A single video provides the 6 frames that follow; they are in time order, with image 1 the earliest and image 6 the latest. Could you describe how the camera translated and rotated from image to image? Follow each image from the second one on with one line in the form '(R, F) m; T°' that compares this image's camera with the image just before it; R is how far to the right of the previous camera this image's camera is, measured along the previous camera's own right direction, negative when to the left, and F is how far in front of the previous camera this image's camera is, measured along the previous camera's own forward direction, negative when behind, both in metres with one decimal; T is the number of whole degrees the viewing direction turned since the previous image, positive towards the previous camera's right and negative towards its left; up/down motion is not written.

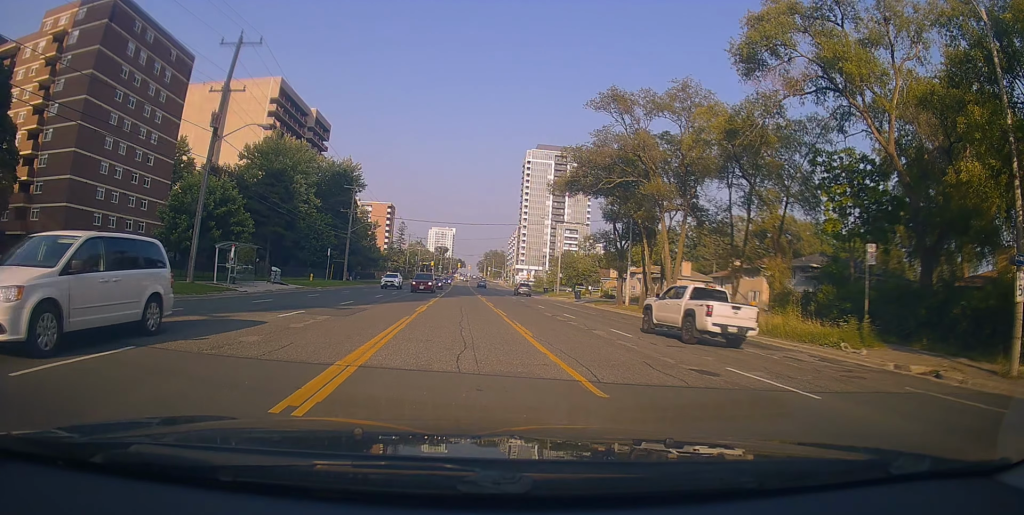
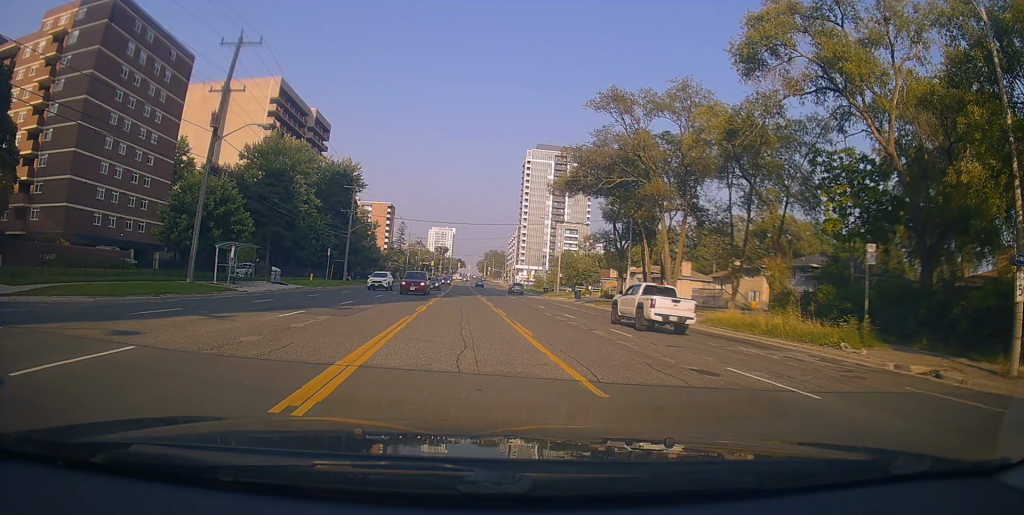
(0.0, 0.0) m; 0°
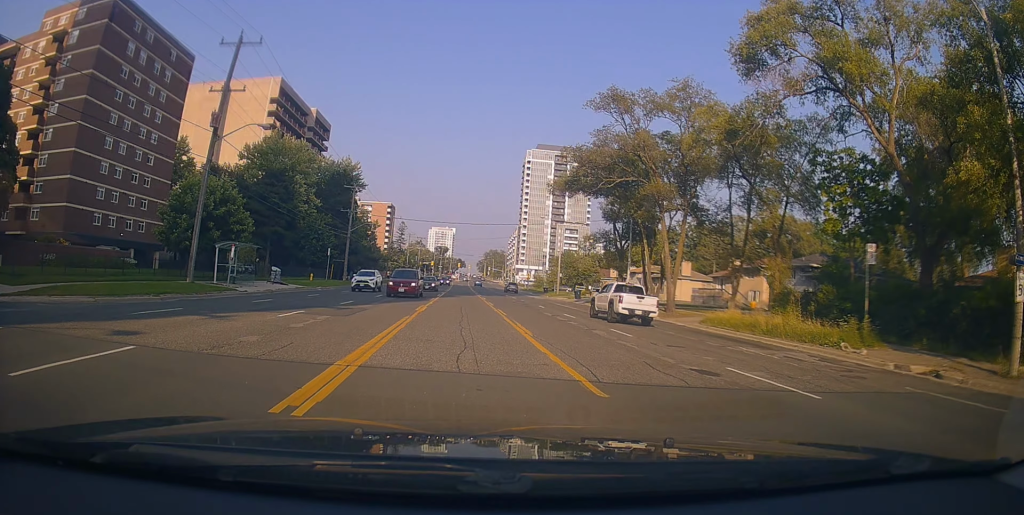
(0.0, 0.0) m; 0°
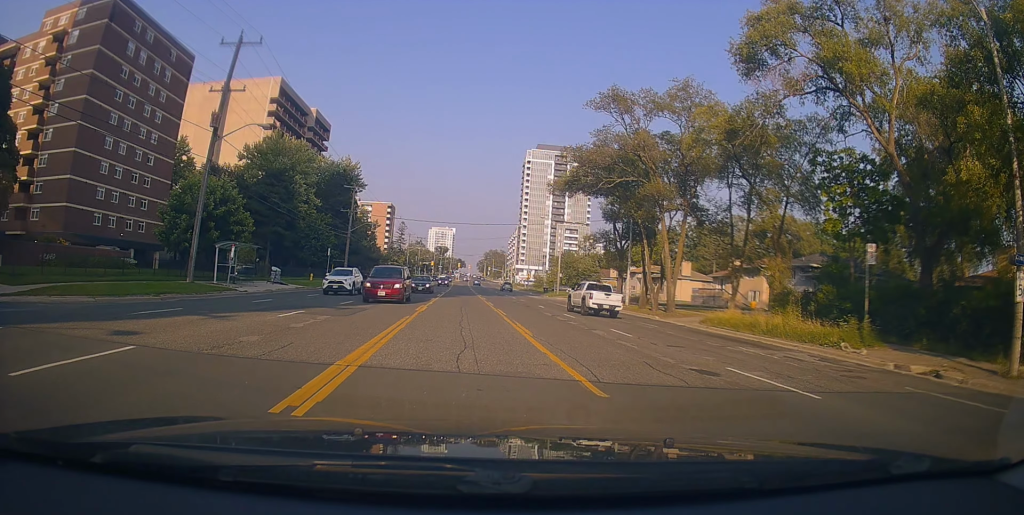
(0.0, 0.0) m; 0°
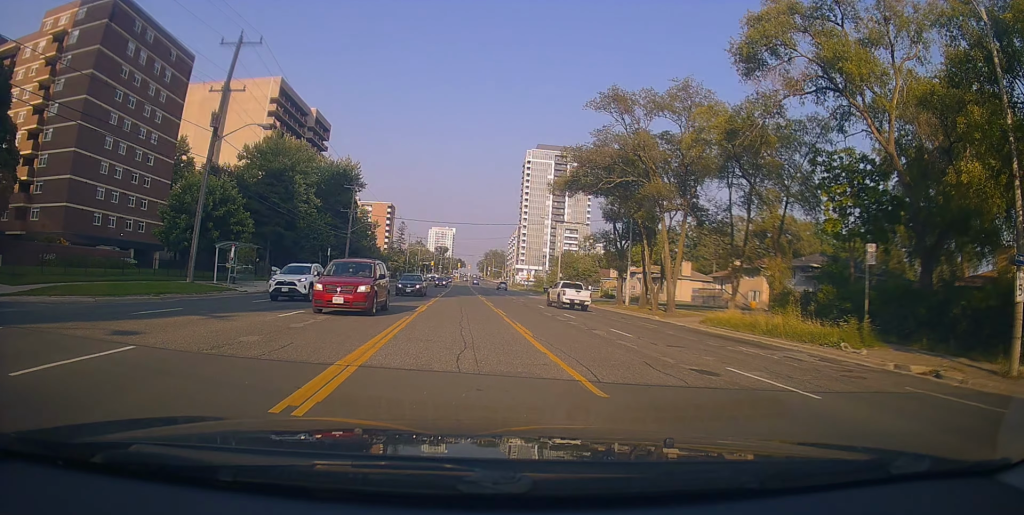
(0.0, 0.0) m; 0°
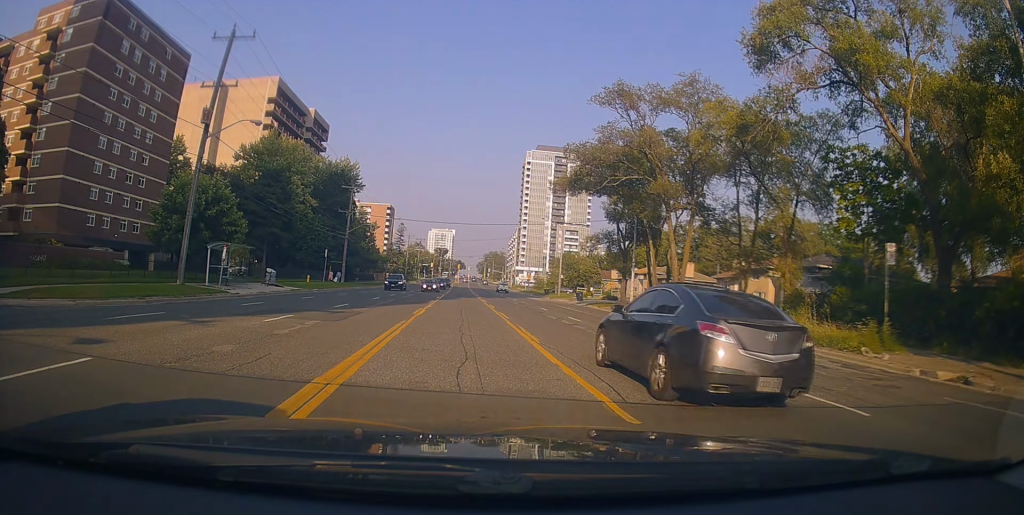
(-0.4, +0.7) m; 0°
